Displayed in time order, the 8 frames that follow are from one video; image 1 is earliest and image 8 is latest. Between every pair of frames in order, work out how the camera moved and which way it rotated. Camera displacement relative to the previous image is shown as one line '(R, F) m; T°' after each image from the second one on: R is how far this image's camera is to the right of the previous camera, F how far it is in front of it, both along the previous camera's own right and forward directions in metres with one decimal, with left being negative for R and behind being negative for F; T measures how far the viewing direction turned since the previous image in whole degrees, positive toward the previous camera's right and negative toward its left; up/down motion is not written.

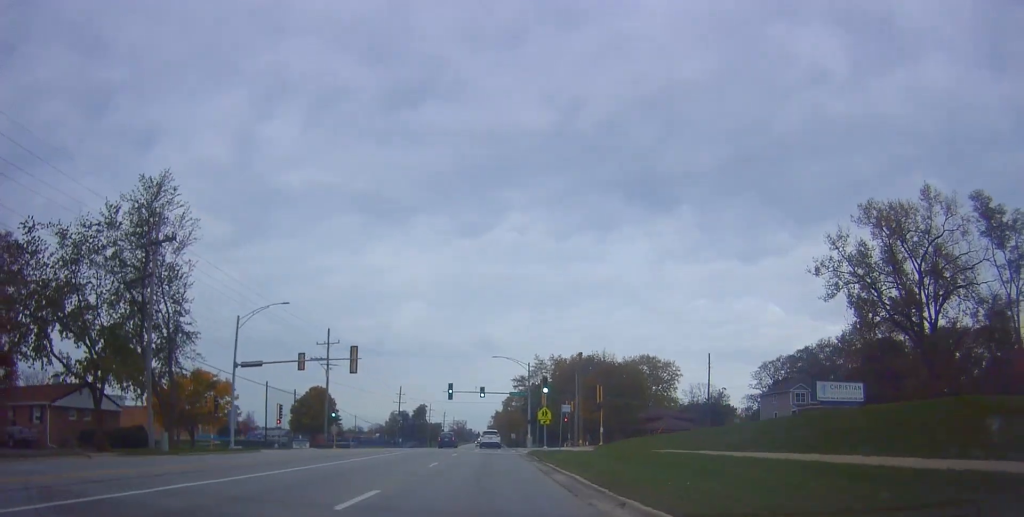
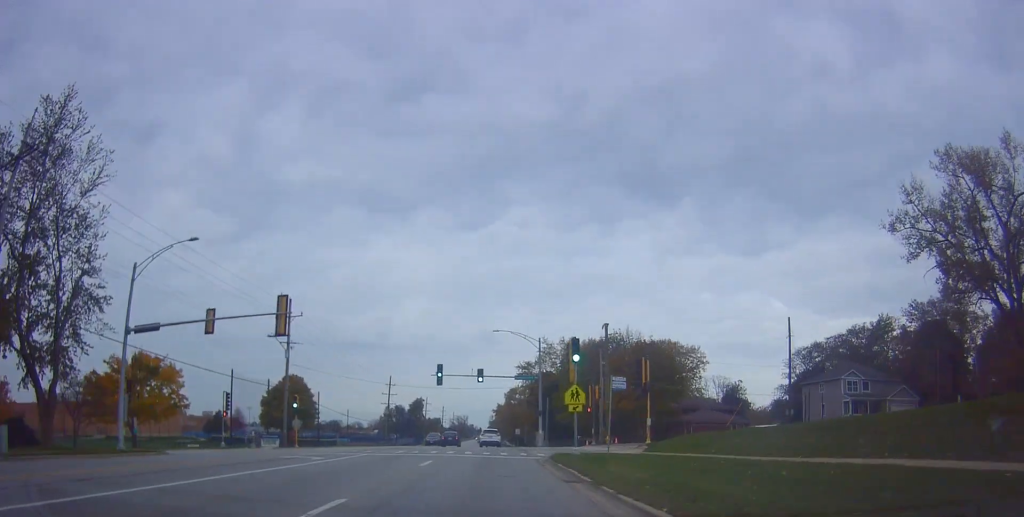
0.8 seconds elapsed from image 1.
(-0.4, +14.8) m; 0°
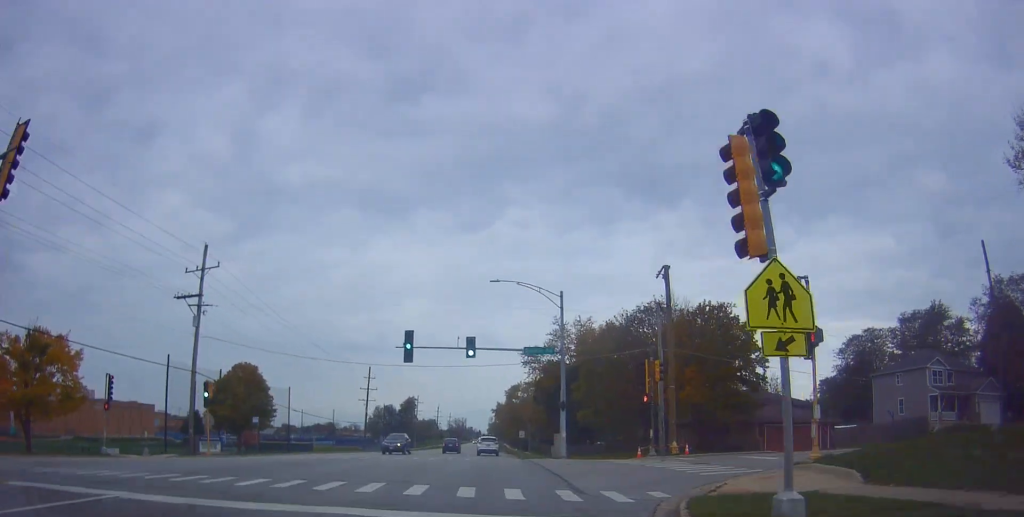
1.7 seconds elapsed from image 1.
(+0.4, +18.8) m; +1°
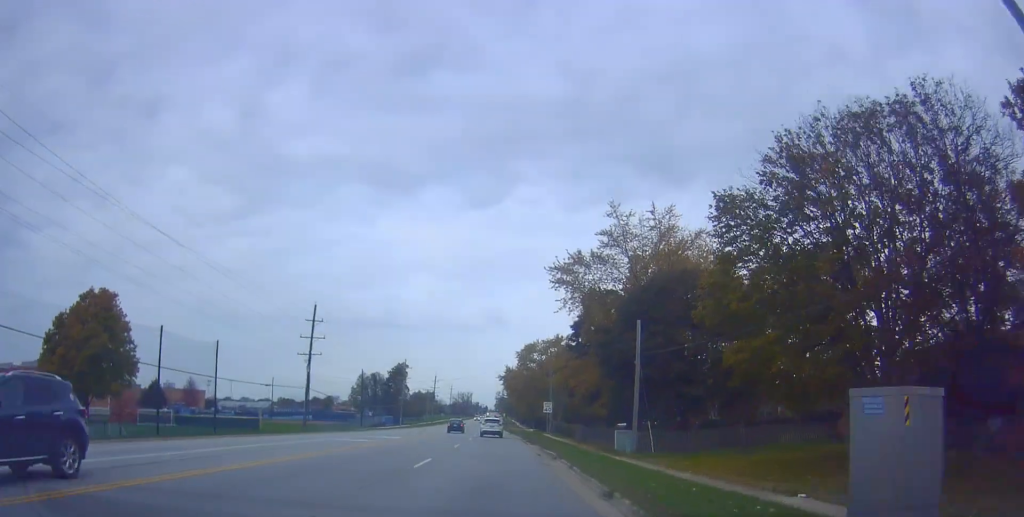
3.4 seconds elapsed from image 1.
(-0.8, +33.3) m; -1°
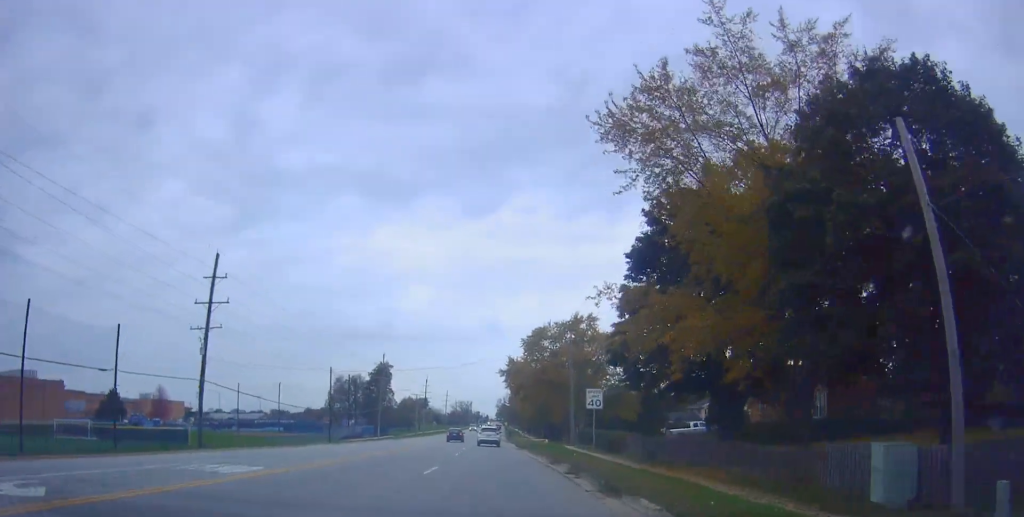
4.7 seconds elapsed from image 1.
(+0.6, +24.1) m; +1°
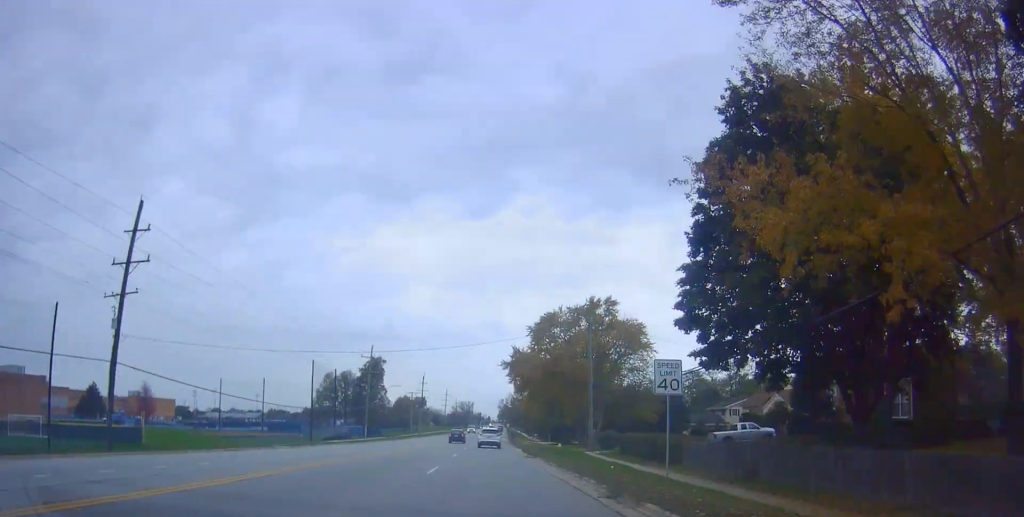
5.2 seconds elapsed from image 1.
(0.0, +11.3) m; -1°
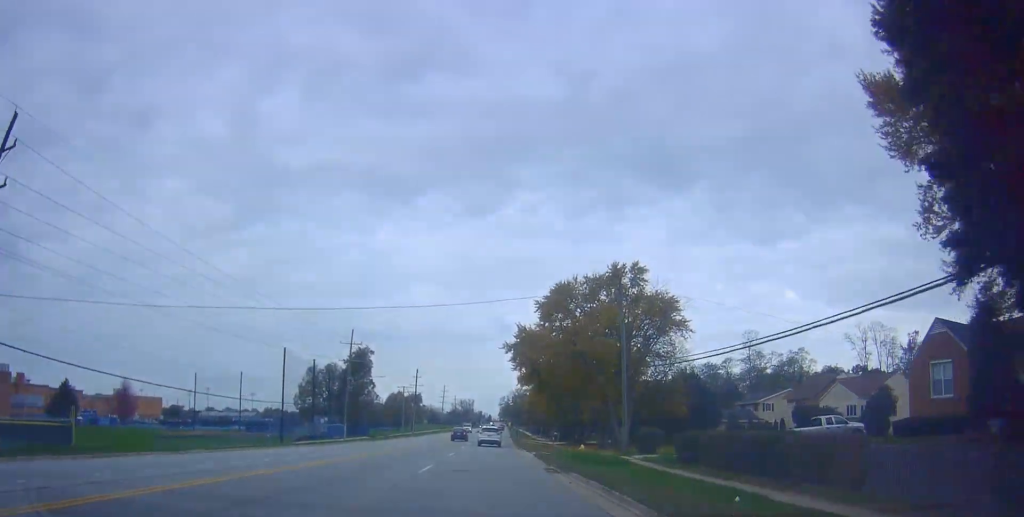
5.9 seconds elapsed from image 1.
(-0.1, +13.0) m; -1°
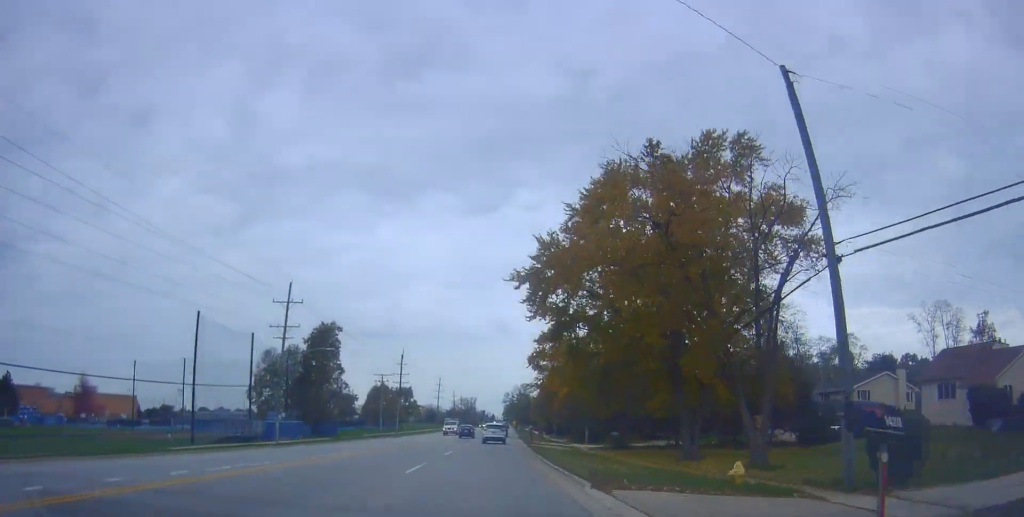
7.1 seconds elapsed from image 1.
(-0.5, +25.4) m; 0°
